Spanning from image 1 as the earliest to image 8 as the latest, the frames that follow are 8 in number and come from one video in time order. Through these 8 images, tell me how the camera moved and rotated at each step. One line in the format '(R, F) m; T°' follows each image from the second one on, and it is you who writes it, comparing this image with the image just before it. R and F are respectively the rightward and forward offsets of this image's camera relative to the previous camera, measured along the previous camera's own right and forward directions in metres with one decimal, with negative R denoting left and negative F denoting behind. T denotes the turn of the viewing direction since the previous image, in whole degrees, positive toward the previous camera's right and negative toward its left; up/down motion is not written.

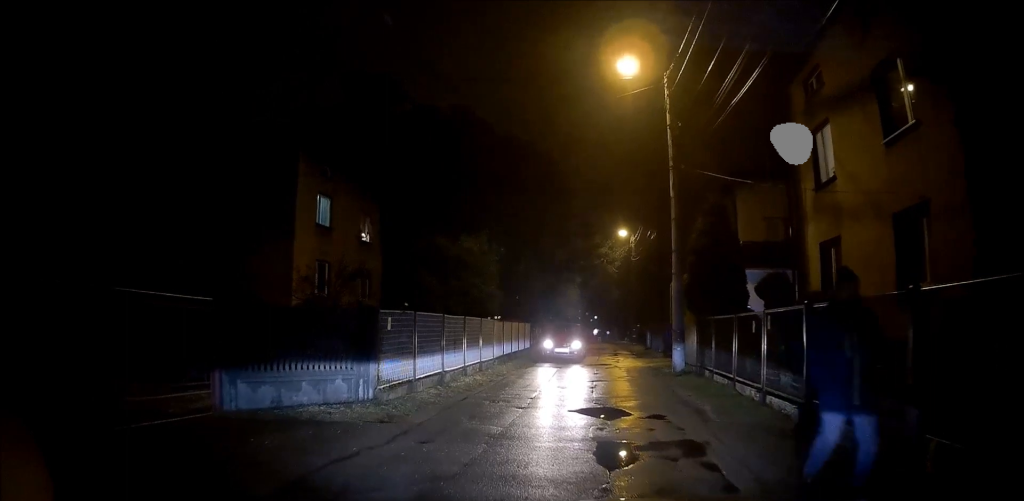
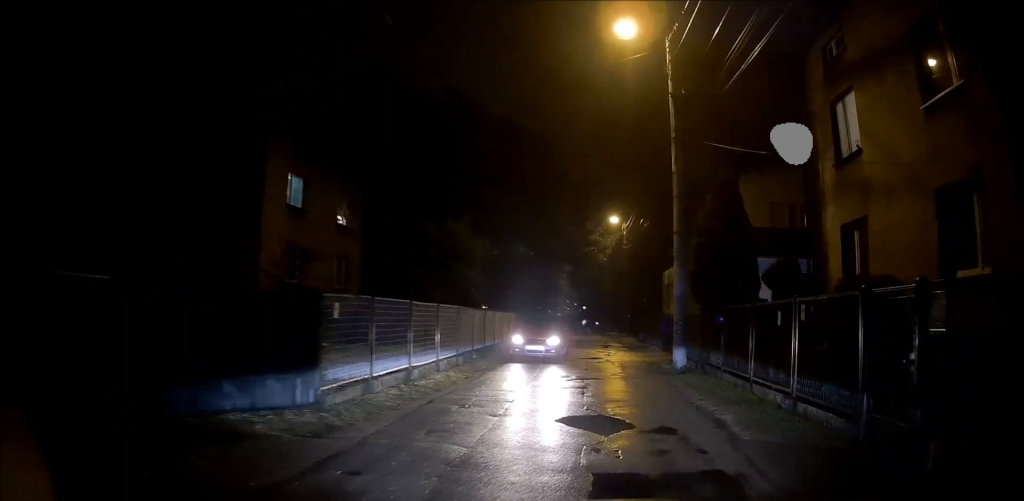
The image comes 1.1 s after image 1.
(+0.5, +1.3) m; +6°
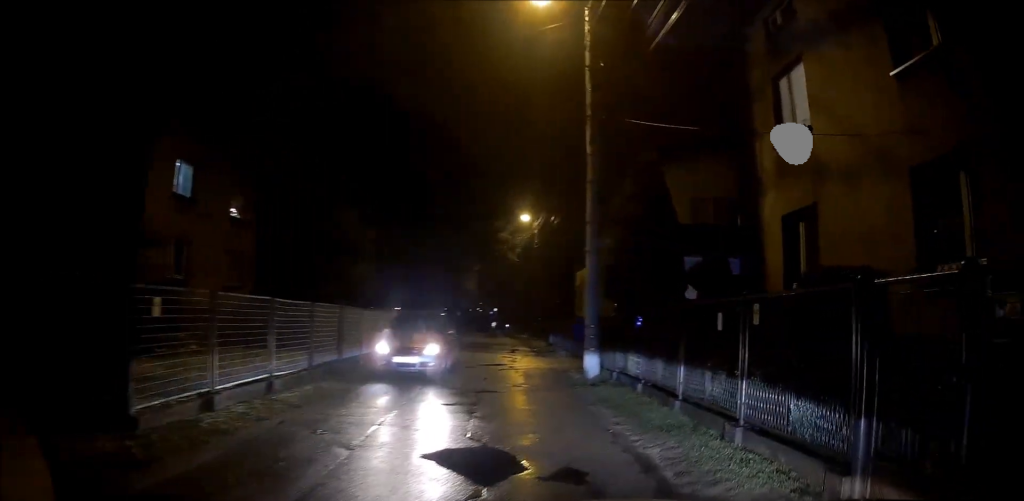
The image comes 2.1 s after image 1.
(+0.2, +1.6) m; +13°
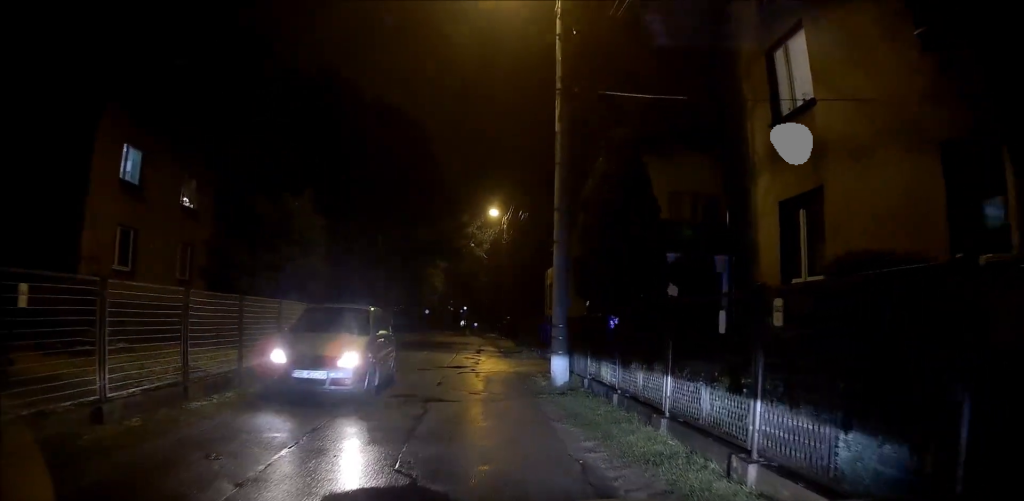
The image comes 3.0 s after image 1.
(+0.1, +1.5) m; +5°
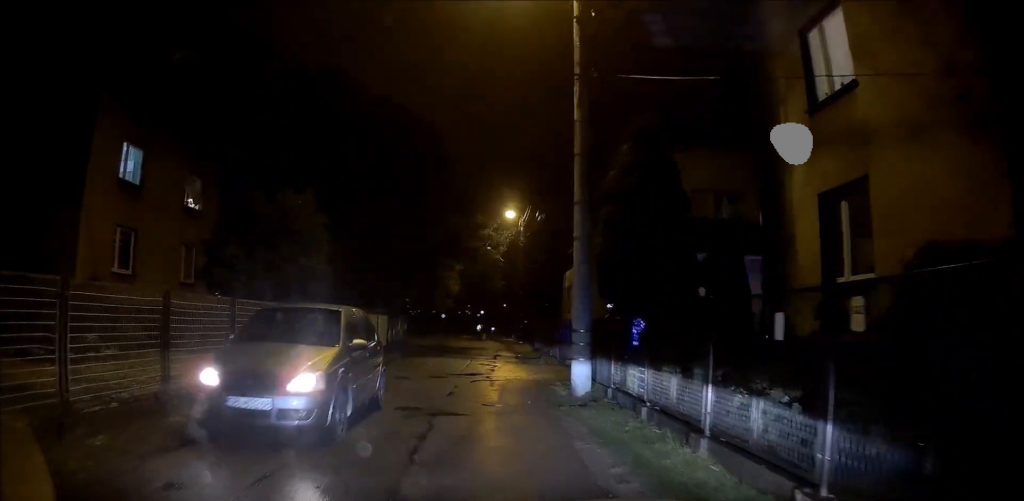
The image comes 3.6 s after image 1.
(0.0, +1.1) m; -1°
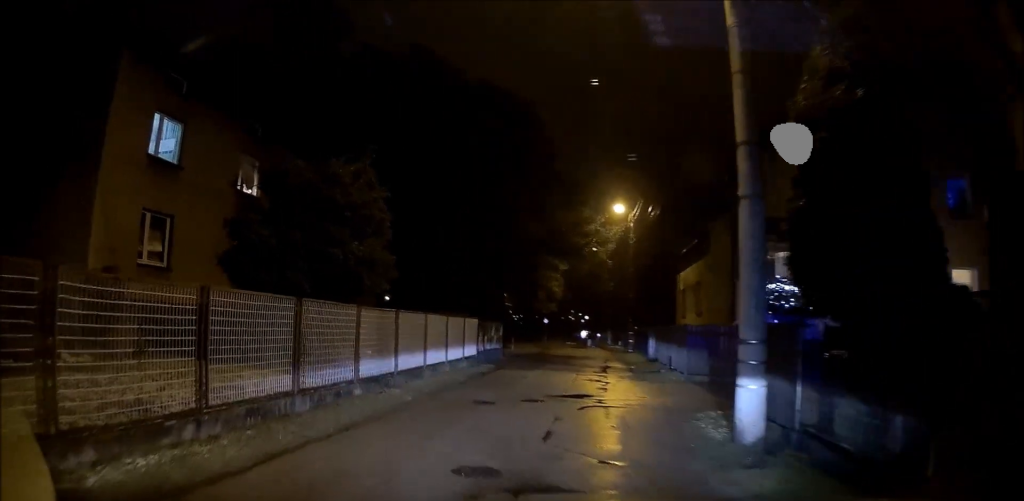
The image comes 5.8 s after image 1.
(0.0, +4.3) m; -9°
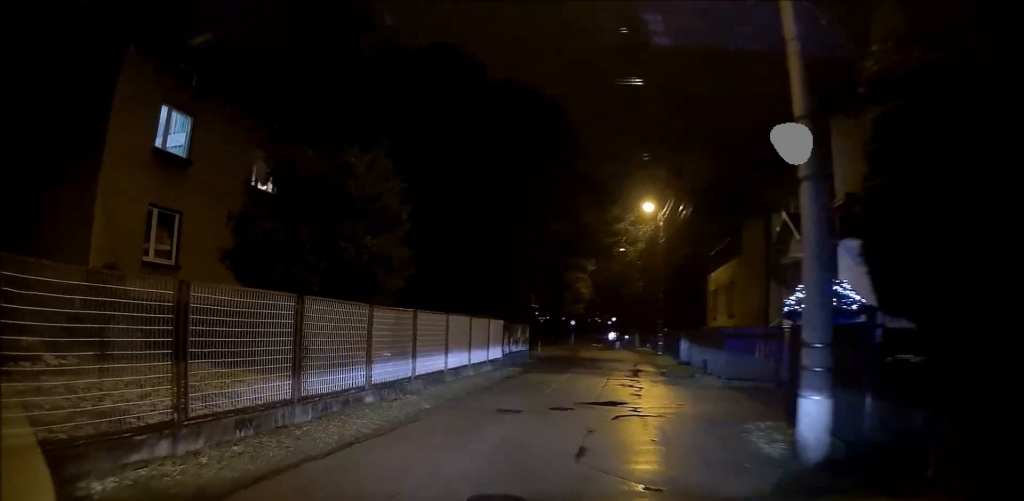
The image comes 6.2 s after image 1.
(-0.2, +0.9) m; -1°
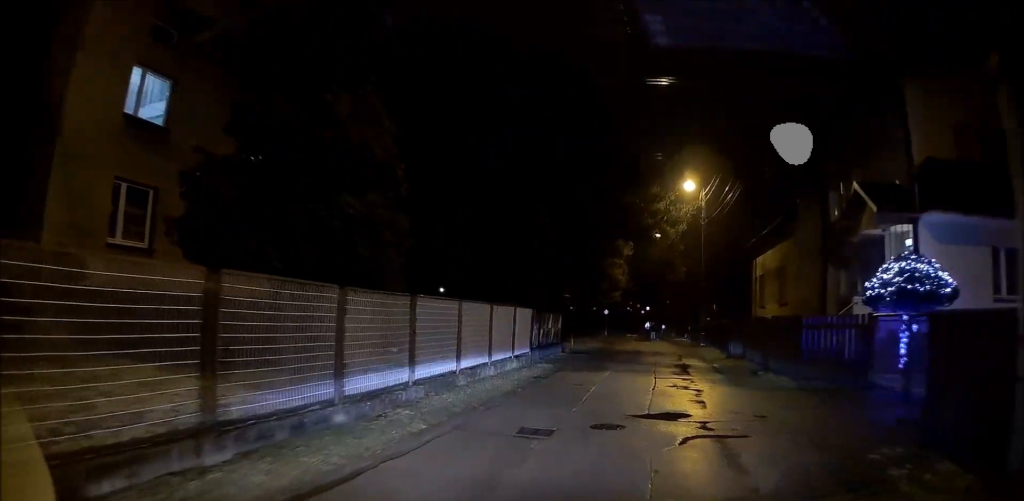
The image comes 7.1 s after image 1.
(-0.1, +2.2) m; 0°
